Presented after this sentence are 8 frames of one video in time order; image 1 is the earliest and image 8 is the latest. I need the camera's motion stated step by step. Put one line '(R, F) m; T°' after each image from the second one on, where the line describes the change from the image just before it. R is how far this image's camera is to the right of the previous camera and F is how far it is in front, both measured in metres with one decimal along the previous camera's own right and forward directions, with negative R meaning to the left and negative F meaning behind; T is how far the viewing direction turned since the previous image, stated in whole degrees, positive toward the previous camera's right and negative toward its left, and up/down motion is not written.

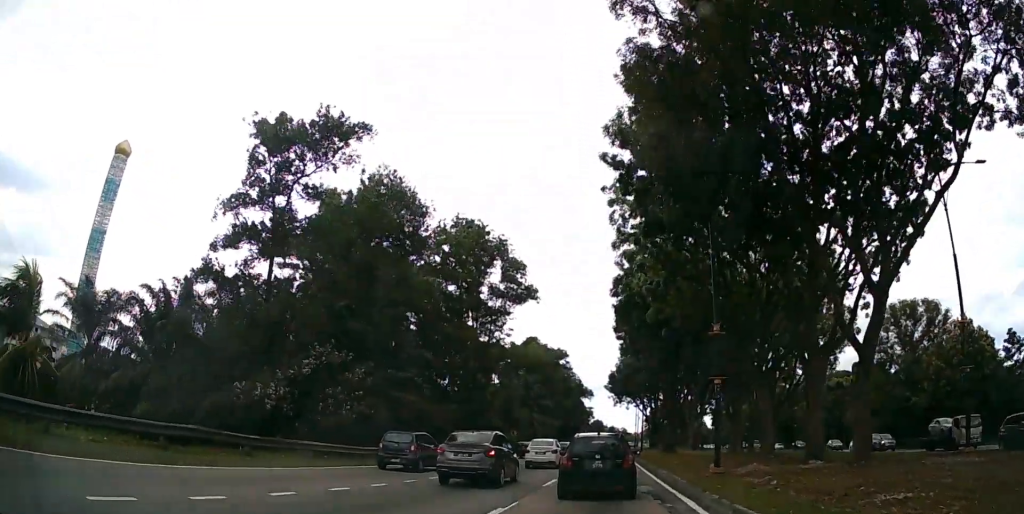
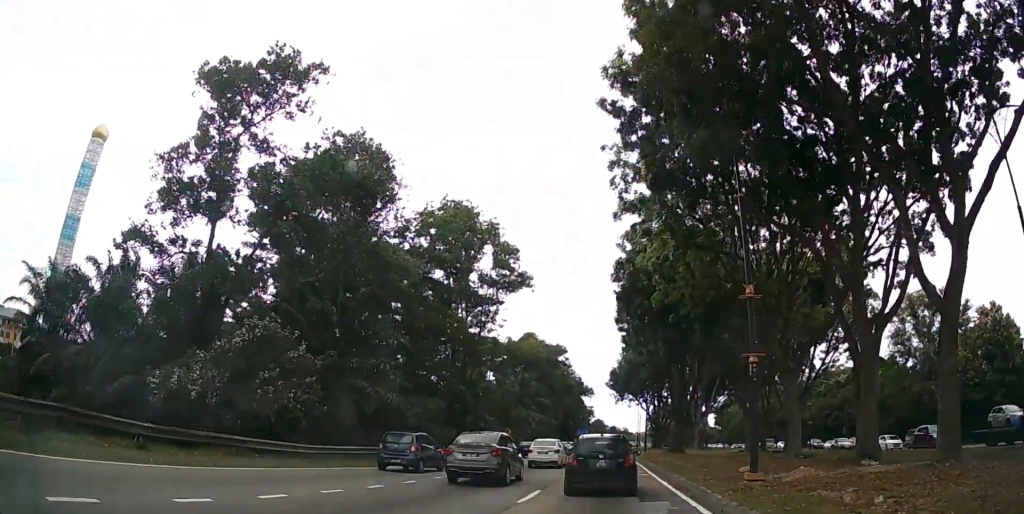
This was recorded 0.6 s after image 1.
(0.0, +4.5) m; 0°
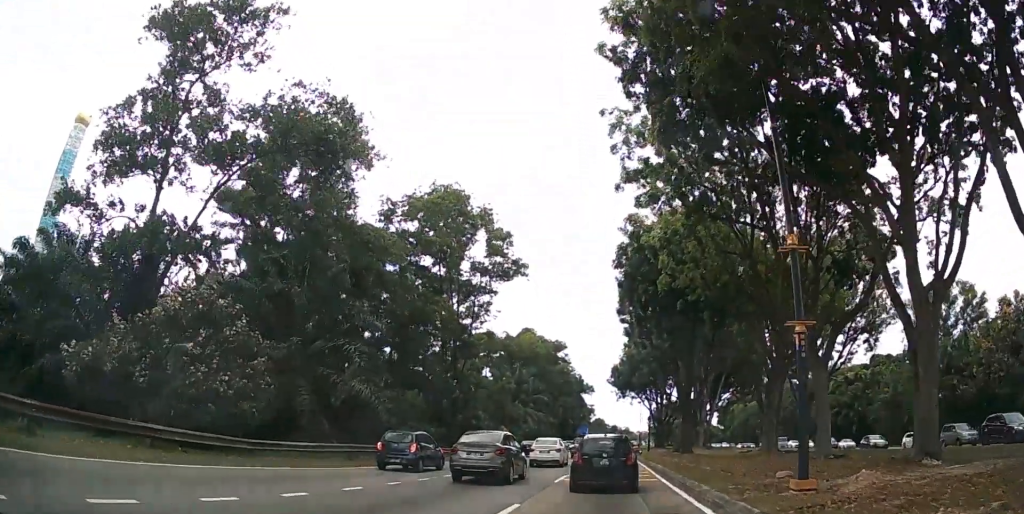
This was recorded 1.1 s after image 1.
(0.0, +3.9) m; 0°
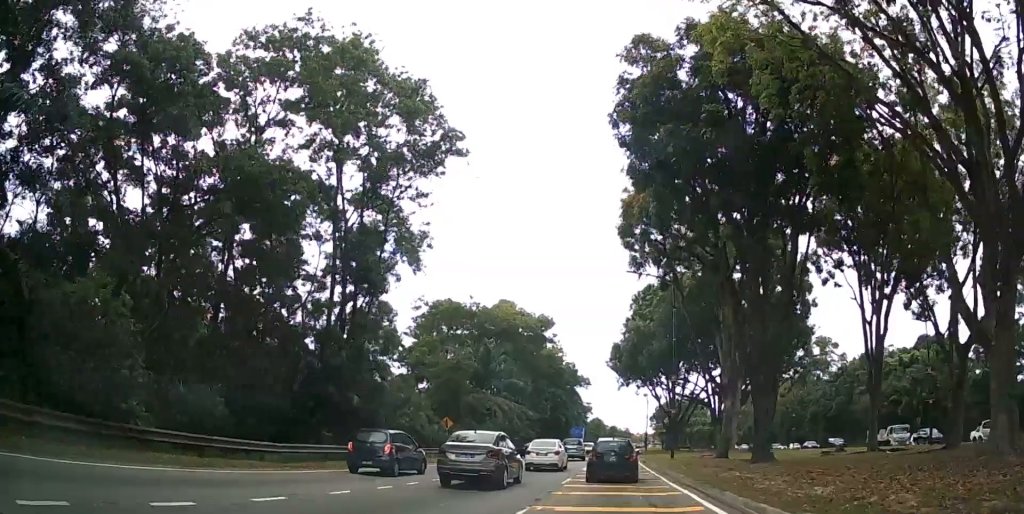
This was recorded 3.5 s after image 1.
(+0.3, +20.8) m; +1°
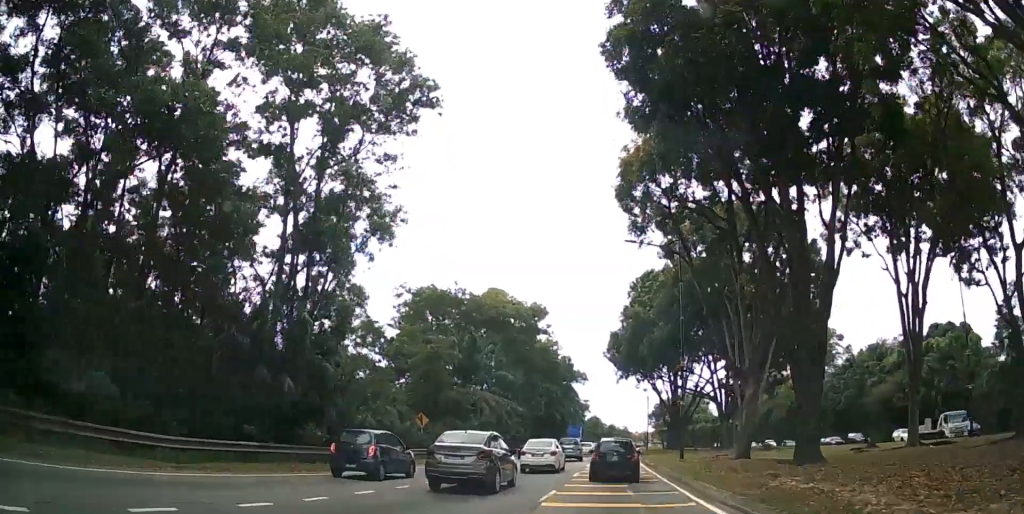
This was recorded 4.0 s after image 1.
(0.0, +5.3) m; 0°
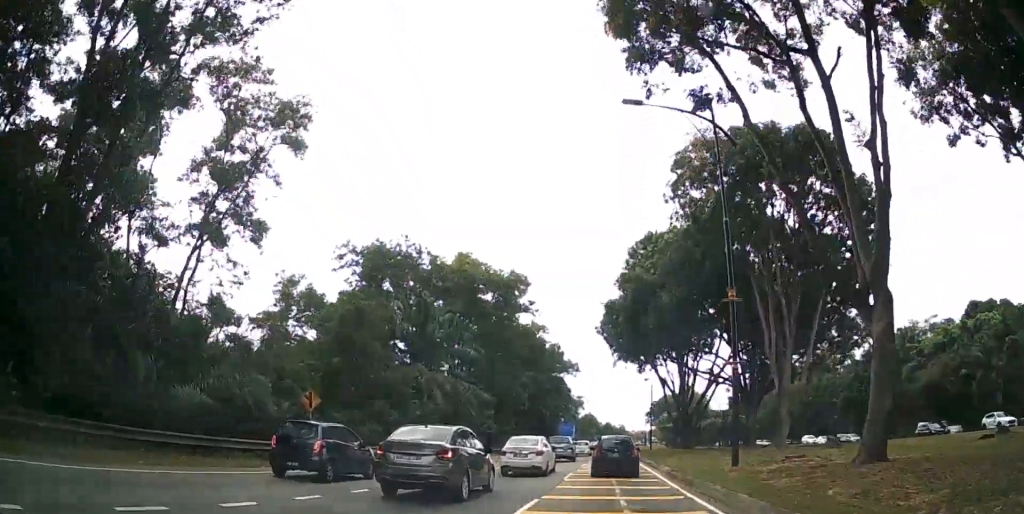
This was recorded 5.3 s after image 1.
(0.0, +13.5) m; 0°
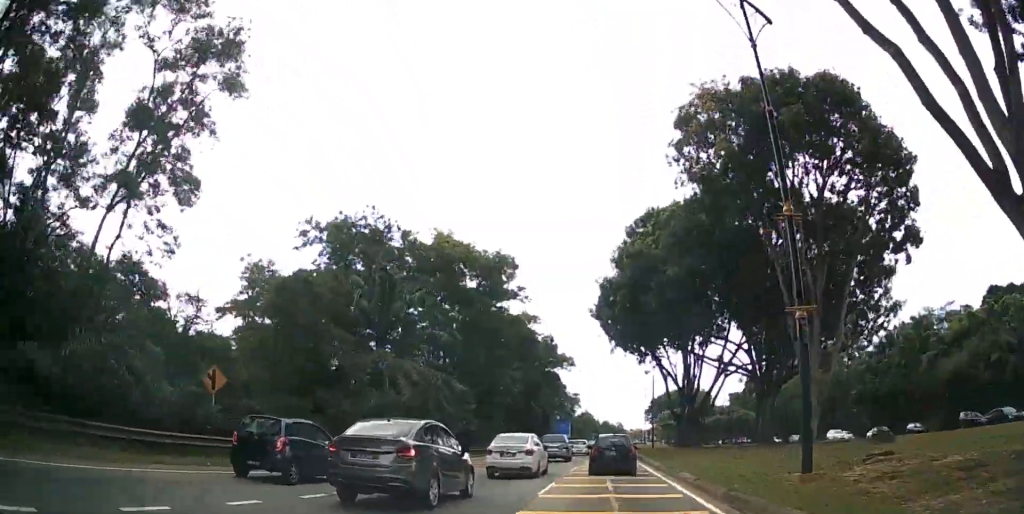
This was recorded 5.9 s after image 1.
(0.0, +5.8) m; 0°
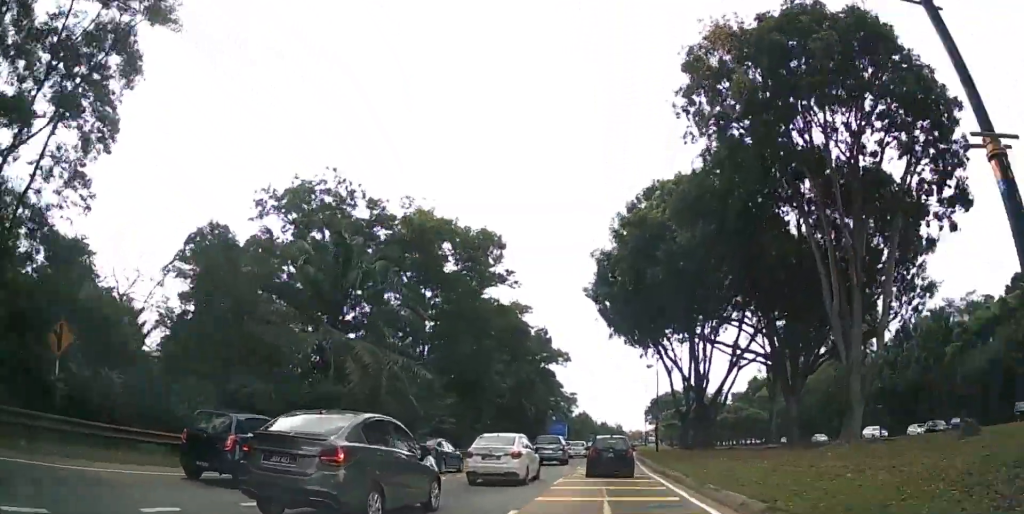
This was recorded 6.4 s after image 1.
(0.0, +6.7) m; 0°
